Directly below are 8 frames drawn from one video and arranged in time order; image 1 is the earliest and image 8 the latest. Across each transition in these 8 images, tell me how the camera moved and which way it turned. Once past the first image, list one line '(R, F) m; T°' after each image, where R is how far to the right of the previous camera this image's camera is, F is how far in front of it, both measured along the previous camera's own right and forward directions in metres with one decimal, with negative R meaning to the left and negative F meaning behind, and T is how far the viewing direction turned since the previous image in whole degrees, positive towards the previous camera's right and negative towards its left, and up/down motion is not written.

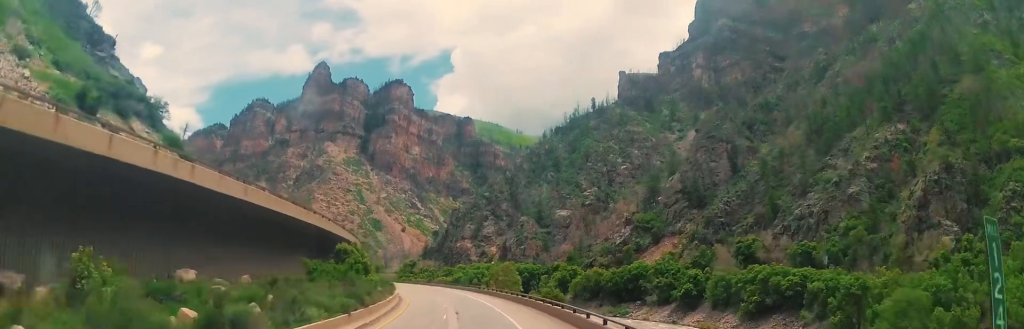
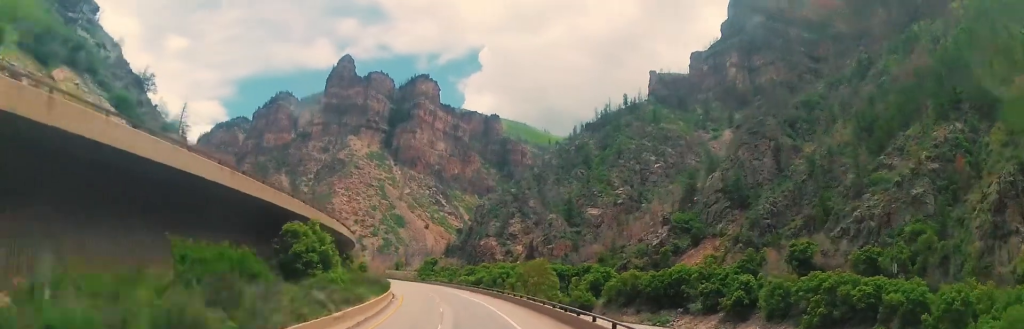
(-0.4, +19.7) m; -2°
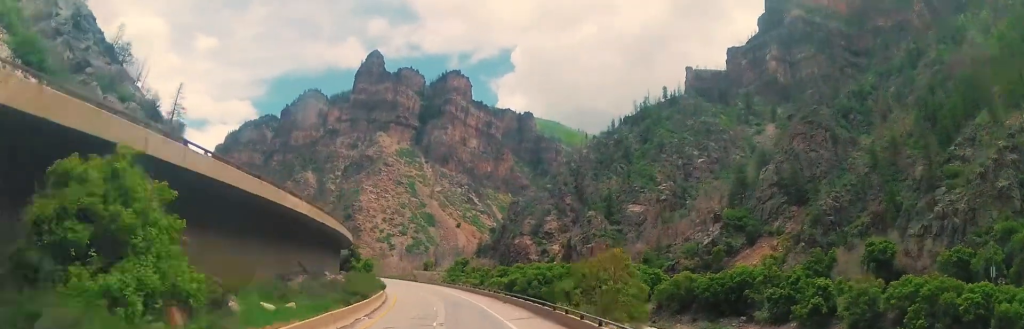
(0.0, +23.2) m; -3°
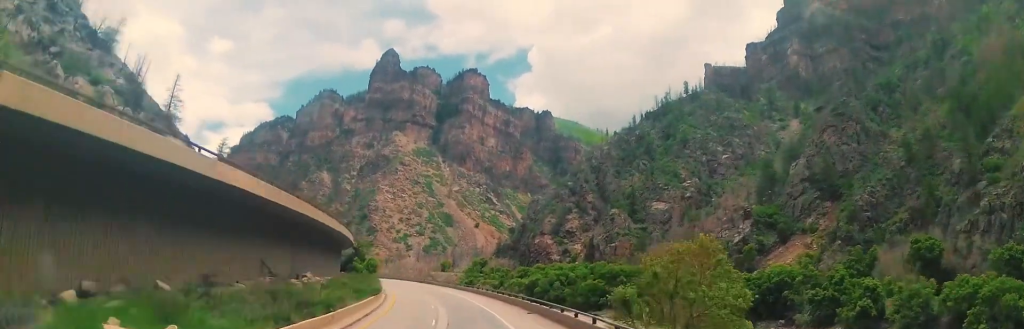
(-0.4, +11.4) m; -3°
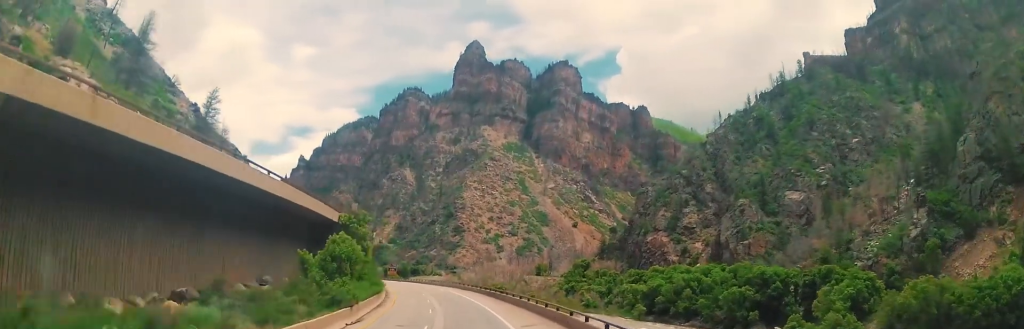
(-6.0, +53.1) m; -11°
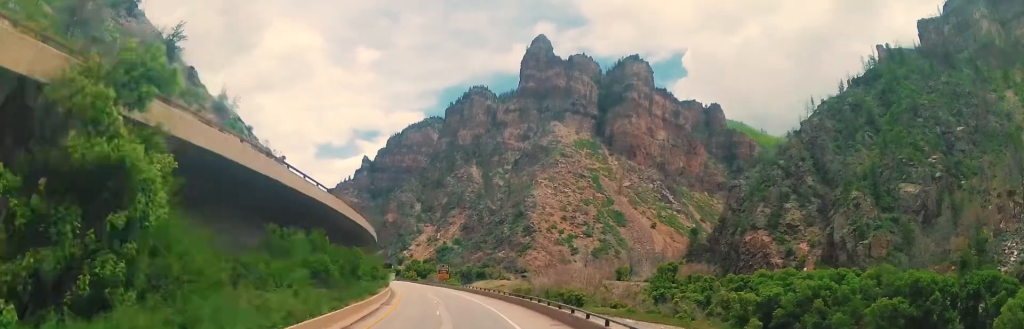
(-1.4, +38.5) m; -8°
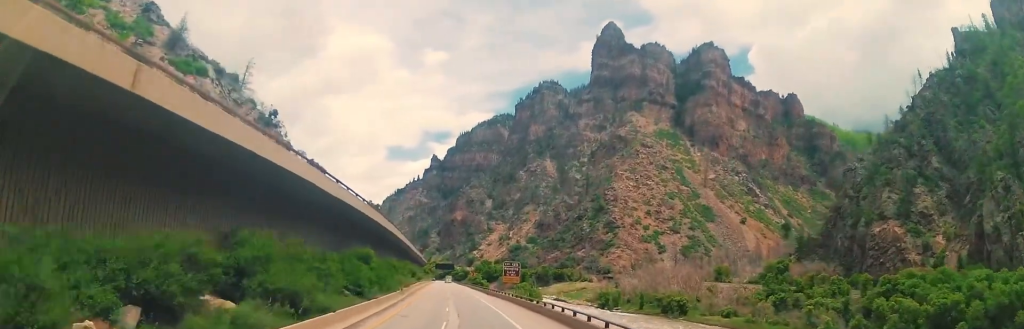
(-5.2, +44.3) m; -9°
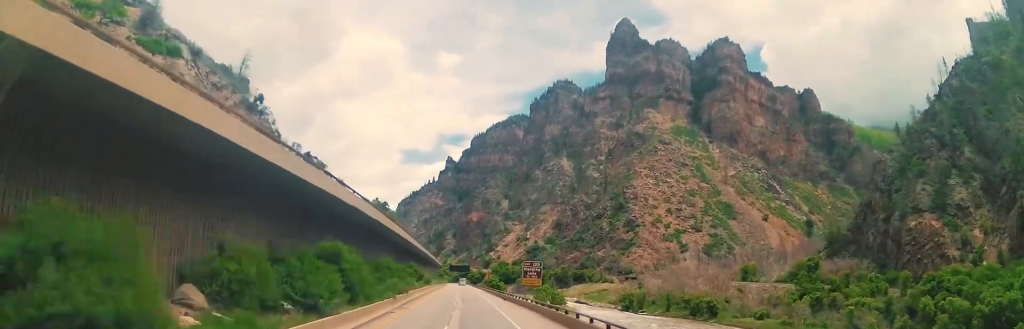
(-0.1, +12.0) m; 0°
